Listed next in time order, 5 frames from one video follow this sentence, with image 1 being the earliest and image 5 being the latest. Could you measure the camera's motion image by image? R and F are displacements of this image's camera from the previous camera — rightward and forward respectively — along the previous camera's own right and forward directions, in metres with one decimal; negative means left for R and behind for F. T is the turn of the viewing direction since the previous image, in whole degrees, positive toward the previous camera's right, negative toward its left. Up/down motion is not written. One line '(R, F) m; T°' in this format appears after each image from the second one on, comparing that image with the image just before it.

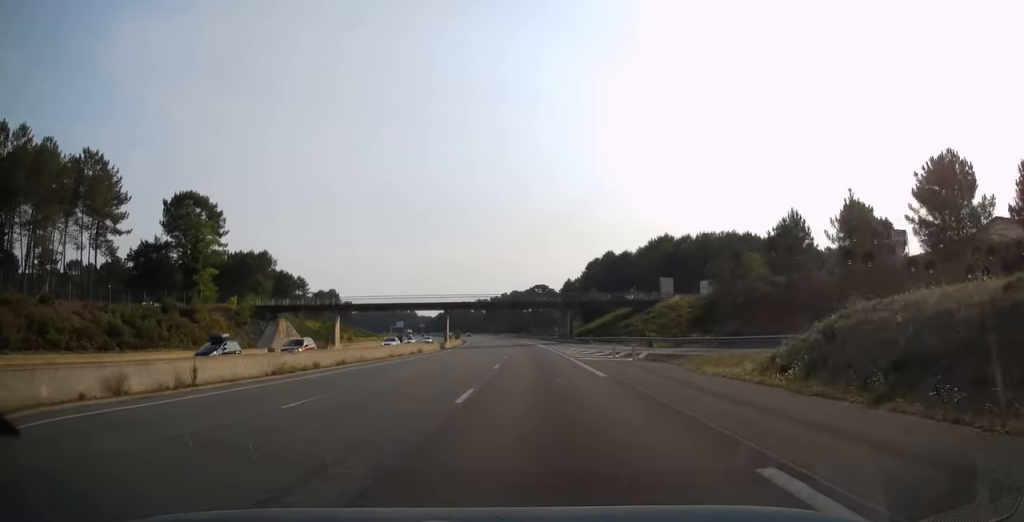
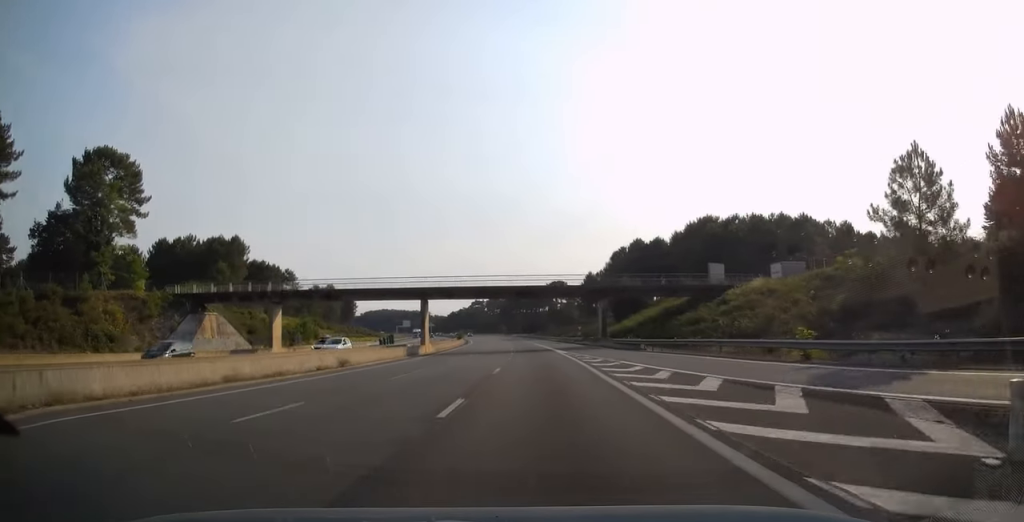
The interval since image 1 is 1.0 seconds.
(-0.5, +27.9) m; -2°
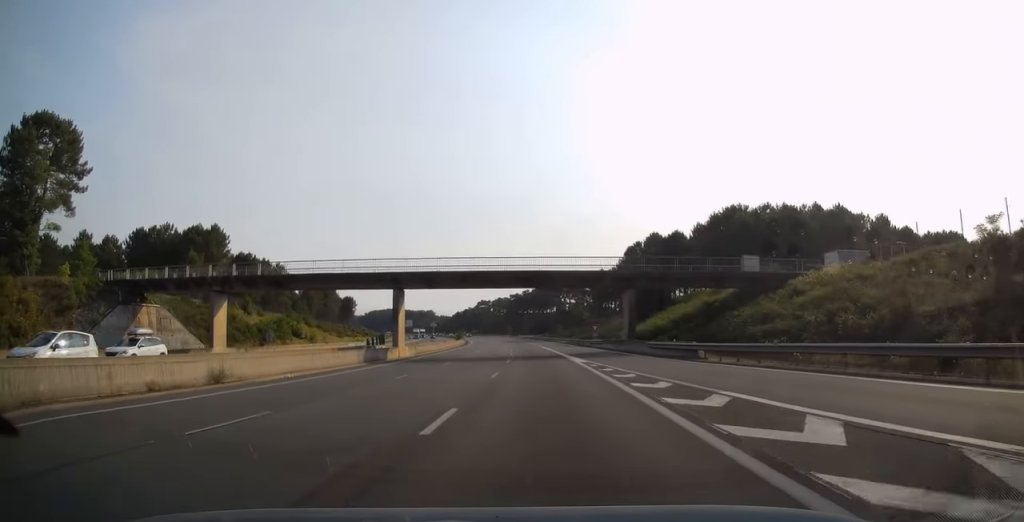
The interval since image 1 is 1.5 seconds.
(-0.2, +14.7) m; -1°
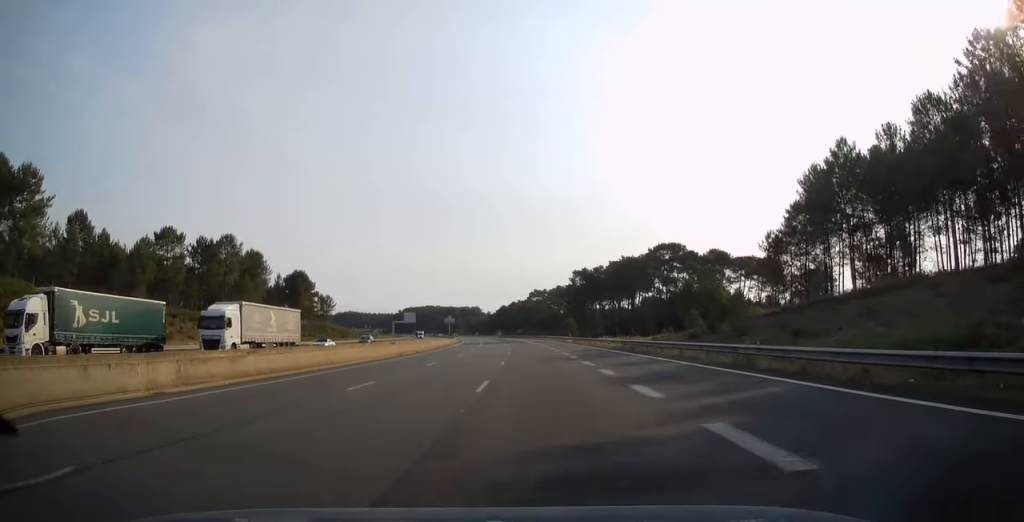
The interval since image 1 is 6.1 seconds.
(-7.5, +137.7) m; -6°
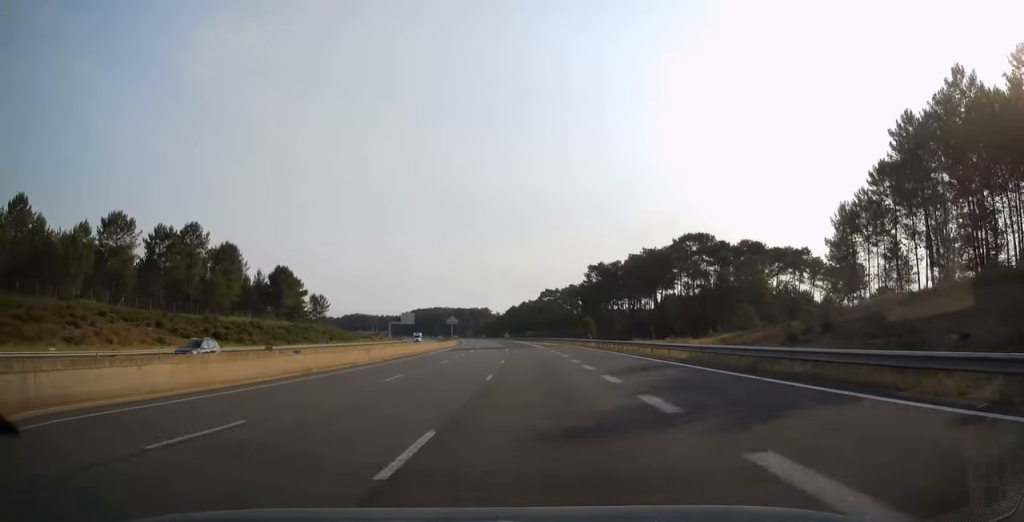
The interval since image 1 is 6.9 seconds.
(-0.1, +21.7) m; -1°
